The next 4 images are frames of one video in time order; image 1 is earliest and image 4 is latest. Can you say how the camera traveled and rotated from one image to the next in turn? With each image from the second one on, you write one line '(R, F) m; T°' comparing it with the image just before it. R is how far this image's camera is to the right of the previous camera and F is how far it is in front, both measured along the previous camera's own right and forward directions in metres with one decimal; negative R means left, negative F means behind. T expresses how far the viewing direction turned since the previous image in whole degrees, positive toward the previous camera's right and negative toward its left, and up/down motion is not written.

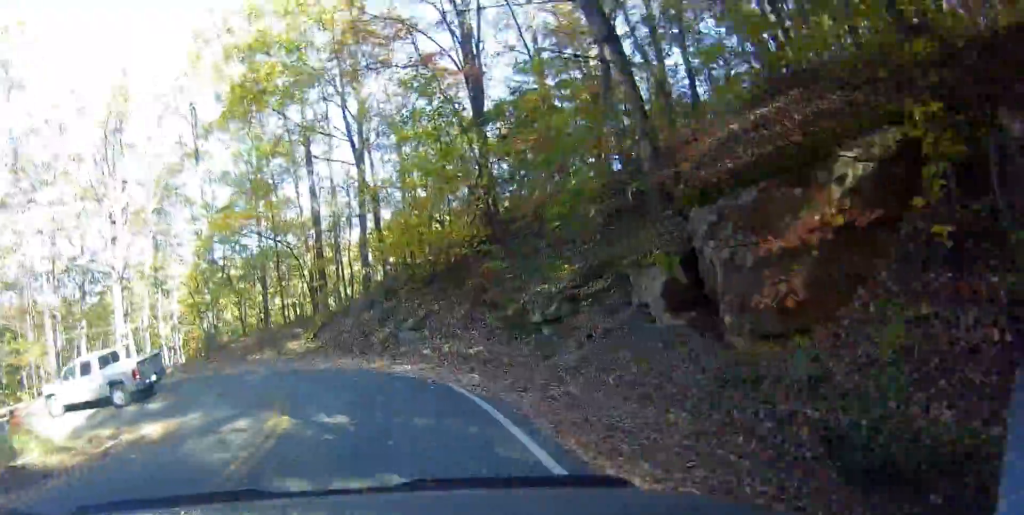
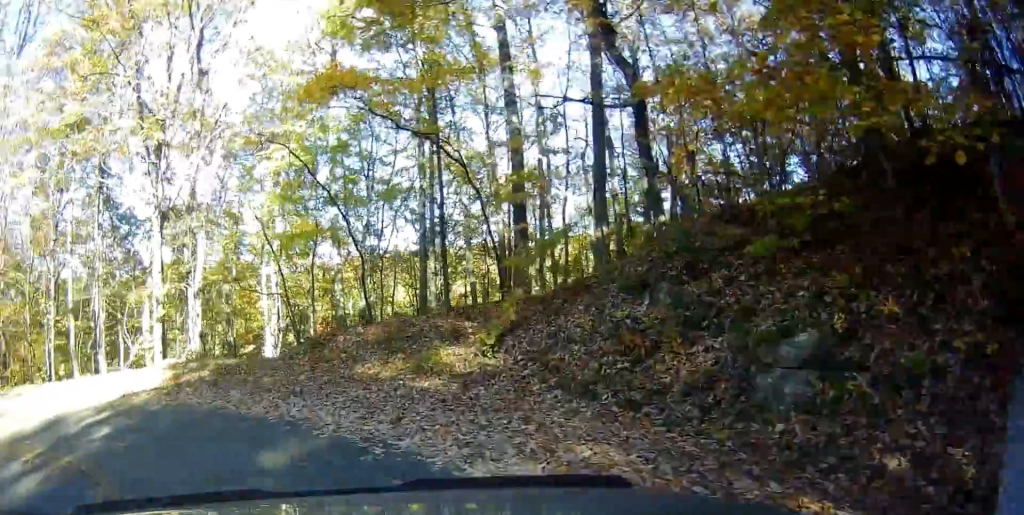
(-2.5, +16.5) m; -23°
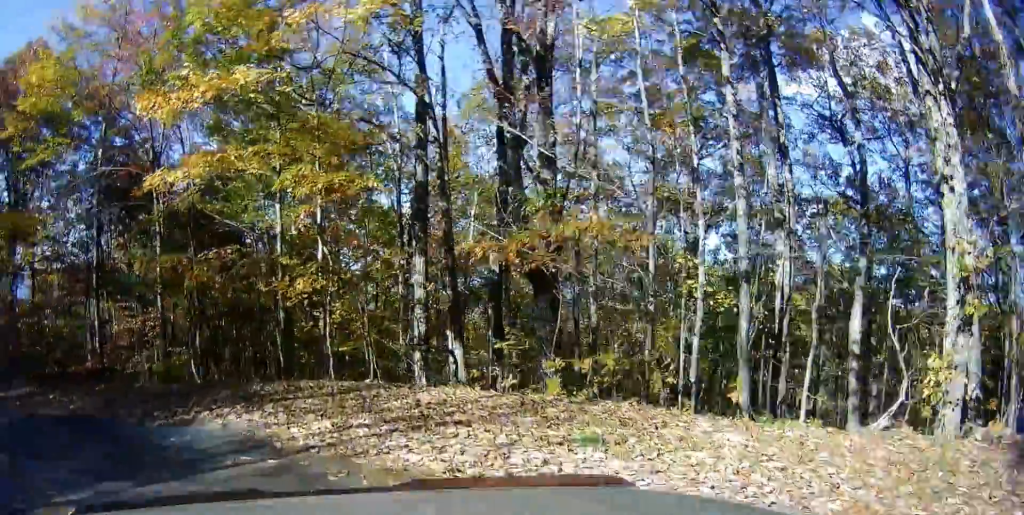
(-2.7, +10.4) m; -40°
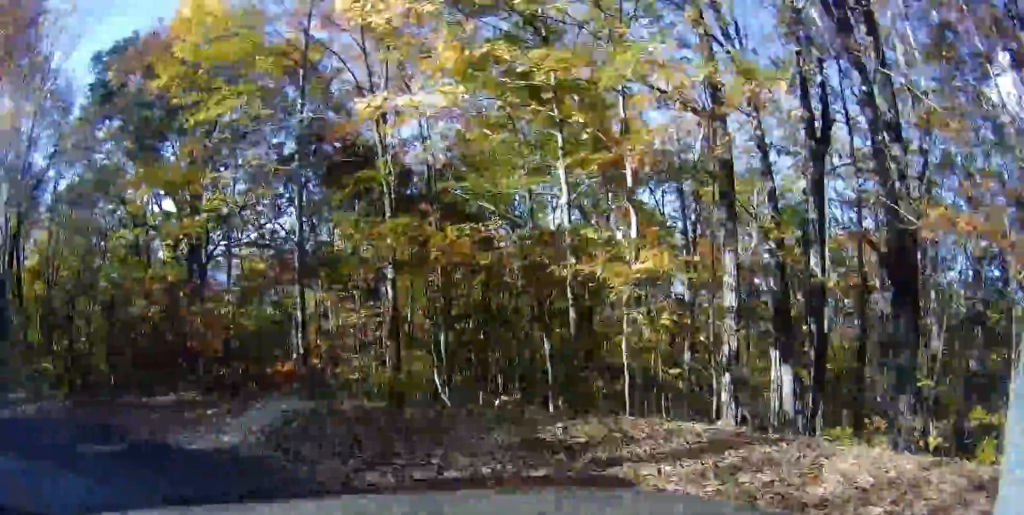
(-0.9, +3.1) m; -25°
